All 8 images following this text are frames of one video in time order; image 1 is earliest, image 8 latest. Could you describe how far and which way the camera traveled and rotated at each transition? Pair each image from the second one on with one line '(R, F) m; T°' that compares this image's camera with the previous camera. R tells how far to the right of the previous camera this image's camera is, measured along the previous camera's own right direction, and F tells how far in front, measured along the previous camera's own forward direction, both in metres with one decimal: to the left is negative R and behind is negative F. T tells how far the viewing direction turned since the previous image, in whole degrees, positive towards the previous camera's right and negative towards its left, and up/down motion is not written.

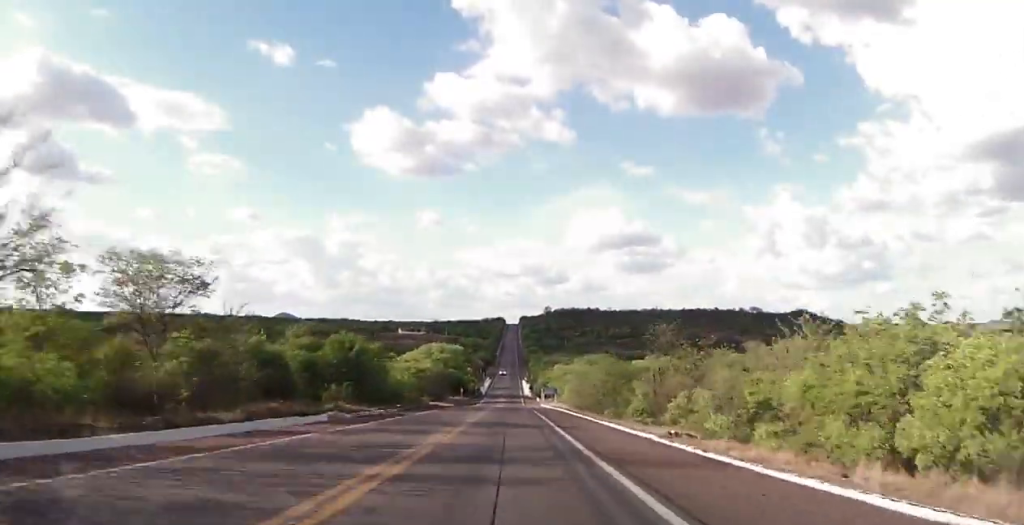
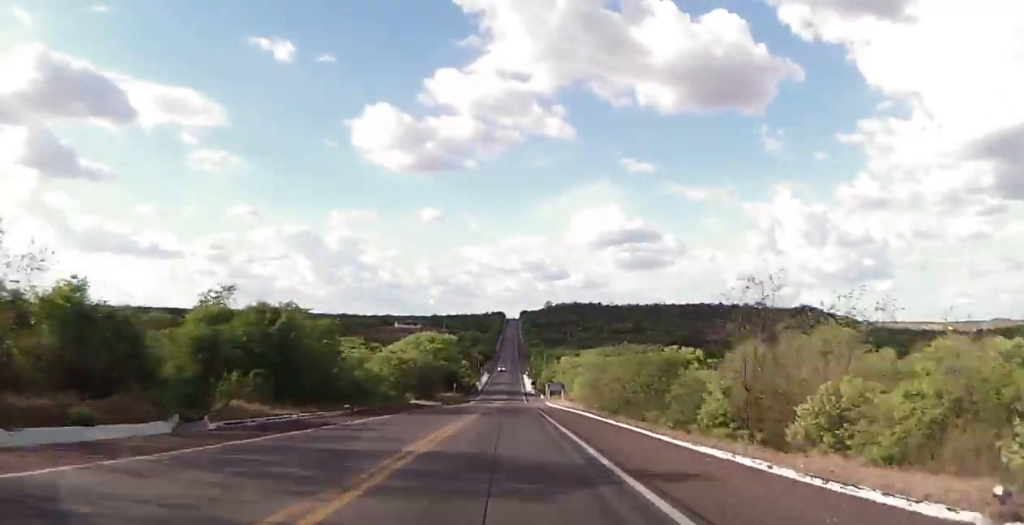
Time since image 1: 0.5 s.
(0.0, +15.8) m; 0°
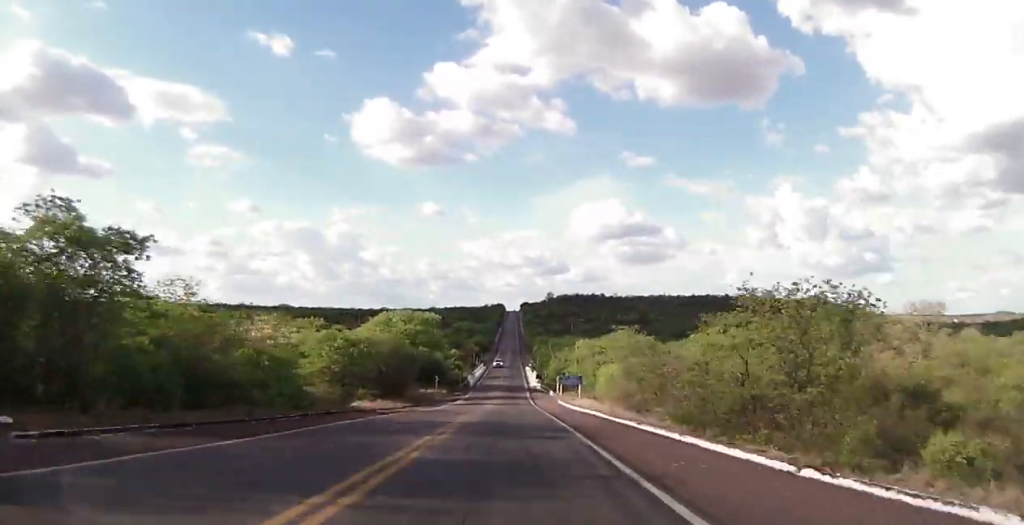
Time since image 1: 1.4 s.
(+0.5, +25.5) m; +1°
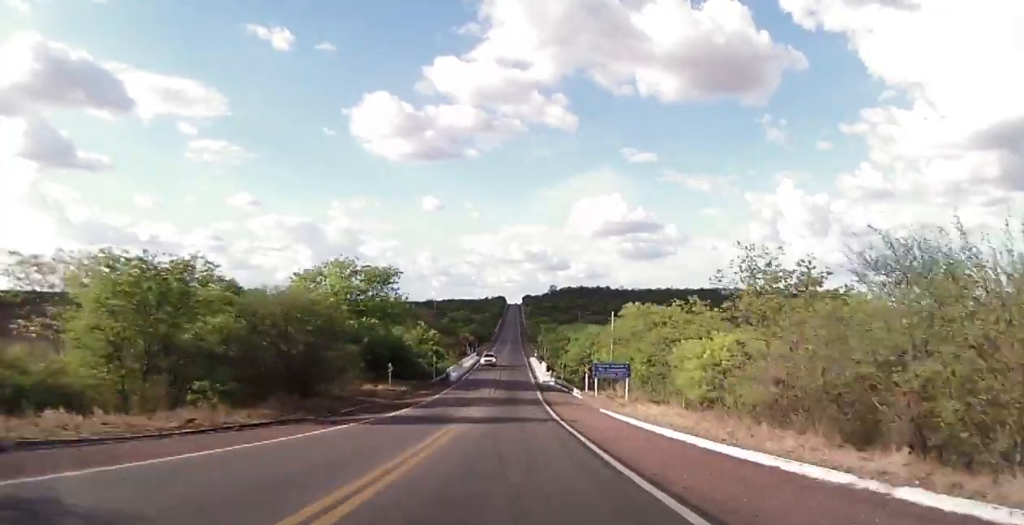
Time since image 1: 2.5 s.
(-0.1, +32.1) m; 0°
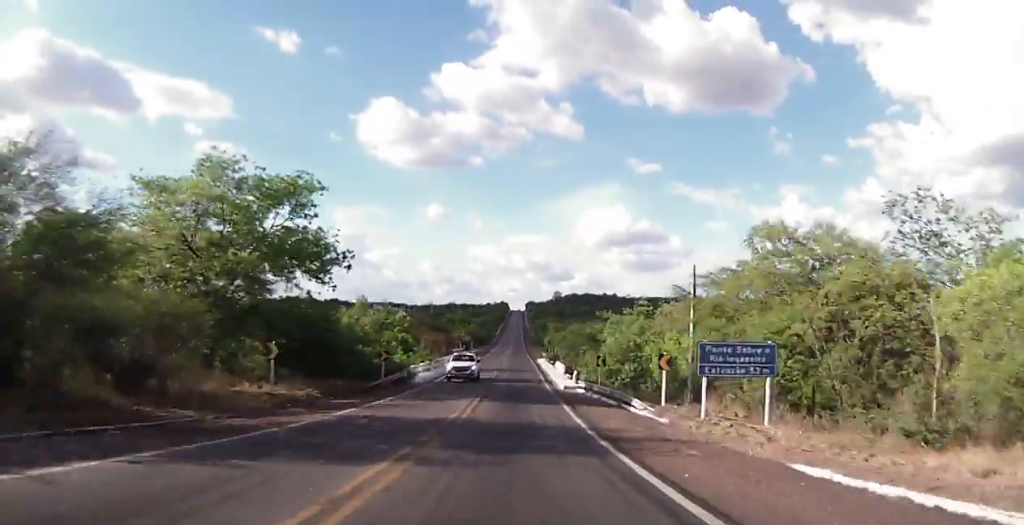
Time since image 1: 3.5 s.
(+0.1, +25.5) m; 0°
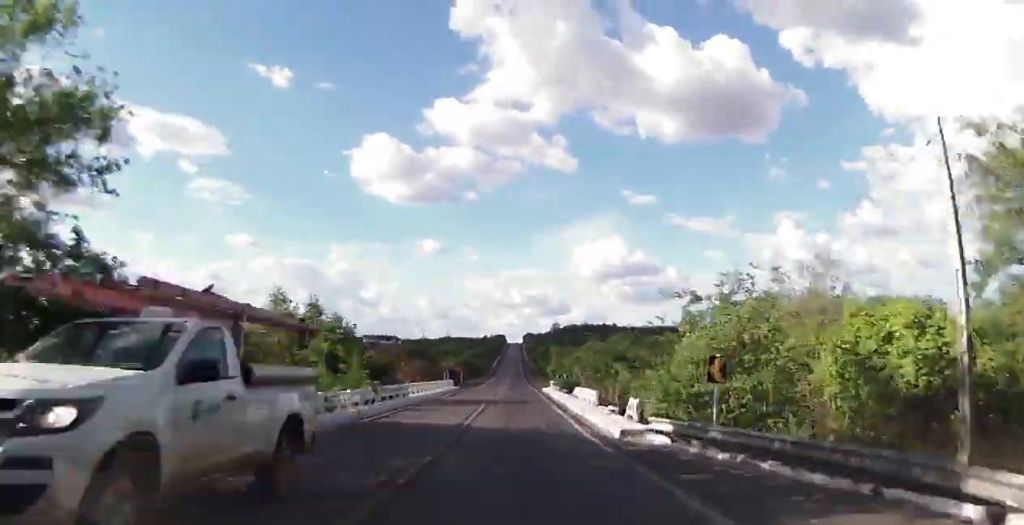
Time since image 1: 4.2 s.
(0.0, +20.7) m; 0°
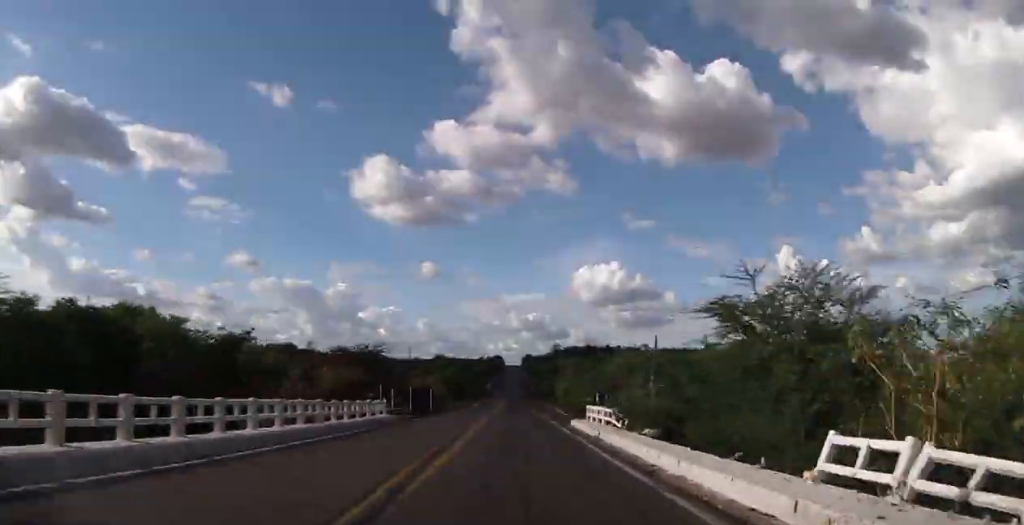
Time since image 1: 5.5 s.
(+0.1, +35.9) m; +1°
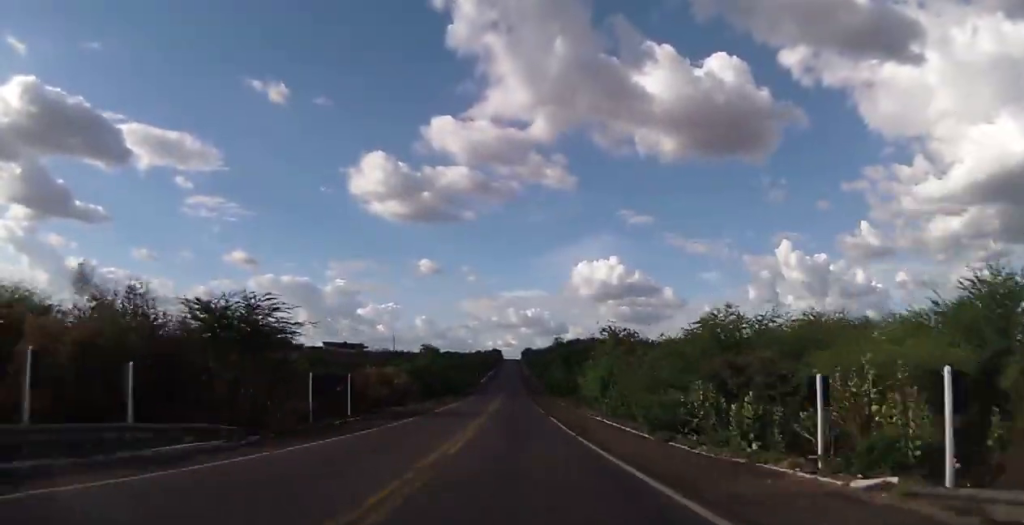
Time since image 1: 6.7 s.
(+0.2, +33.9) m; 0°
